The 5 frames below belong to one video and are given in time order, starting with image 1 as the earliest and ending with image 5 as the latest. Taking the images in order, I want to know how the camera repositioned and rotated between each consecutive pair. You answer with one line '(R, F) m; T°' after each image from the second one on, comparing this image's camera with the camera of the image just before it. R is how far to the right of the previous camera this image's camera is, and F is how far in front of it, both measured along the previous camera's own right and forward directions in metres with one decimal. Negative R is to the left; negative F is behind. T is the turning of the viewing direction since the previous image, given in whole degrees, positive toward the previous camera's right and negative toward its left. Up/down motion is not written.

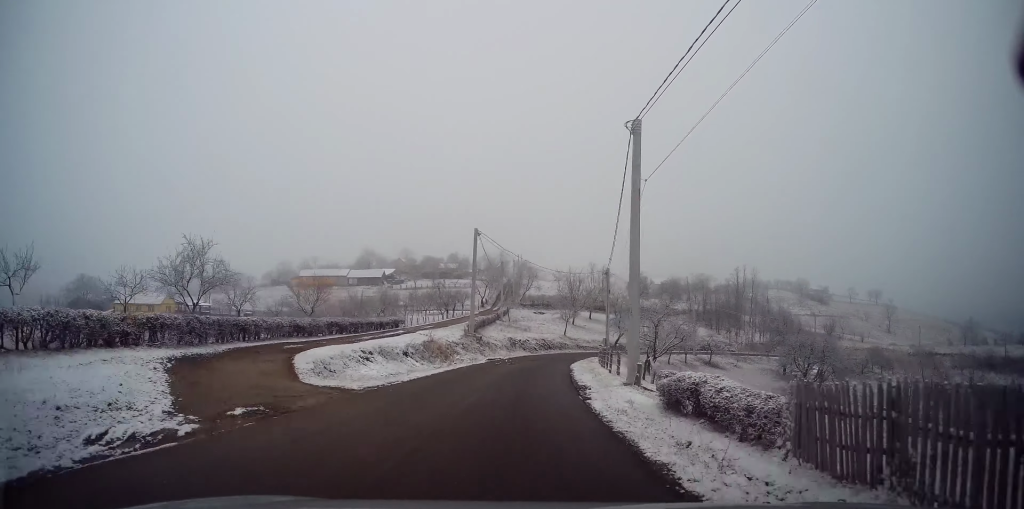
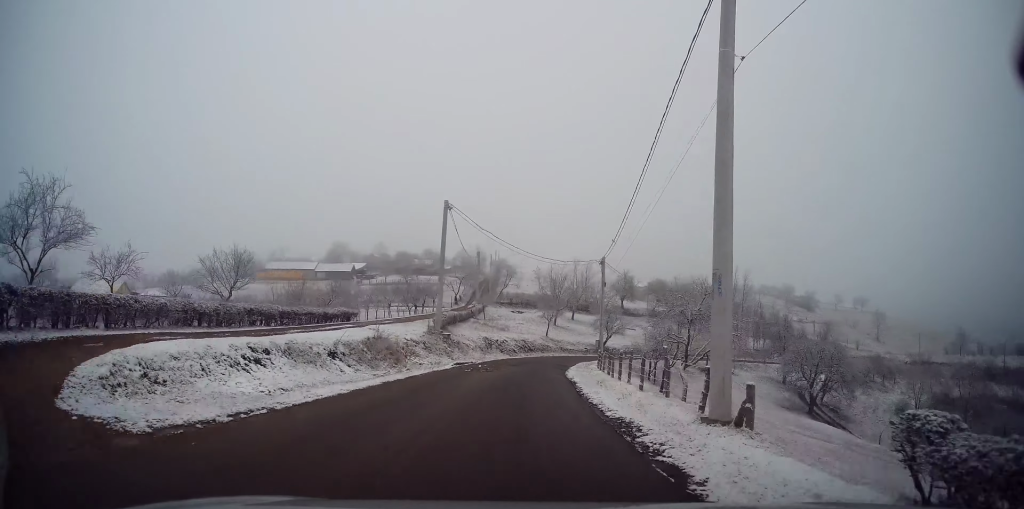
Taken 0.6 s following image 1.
(+0.2, +8.2) m; +2°
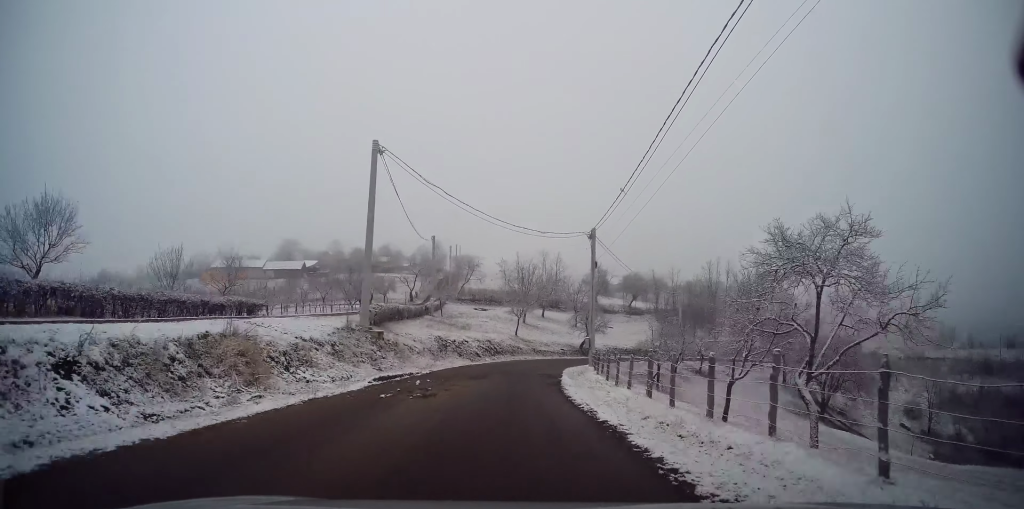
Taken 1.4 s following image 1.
(+0.3, +10.6) m; +3°
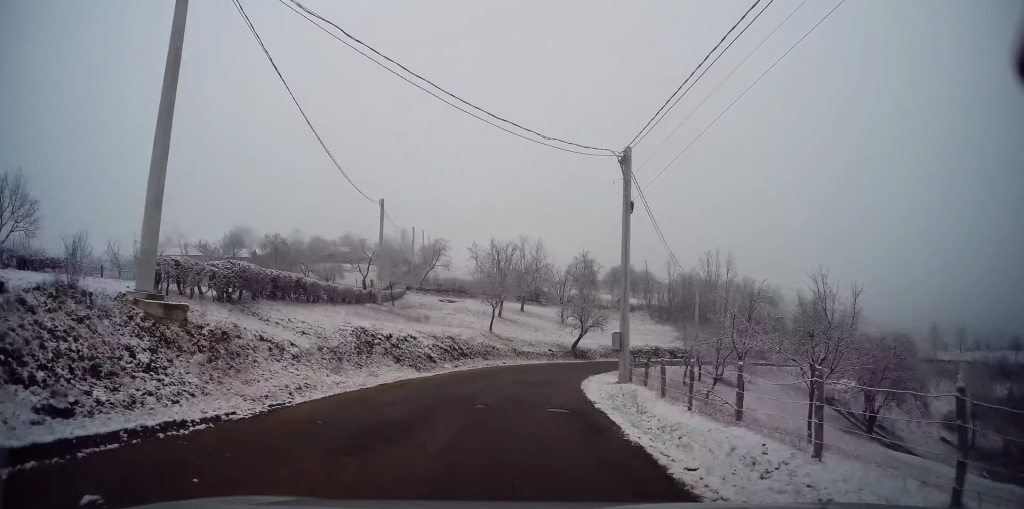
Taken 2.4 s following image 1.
(+0.2, +14.0) m; +4°
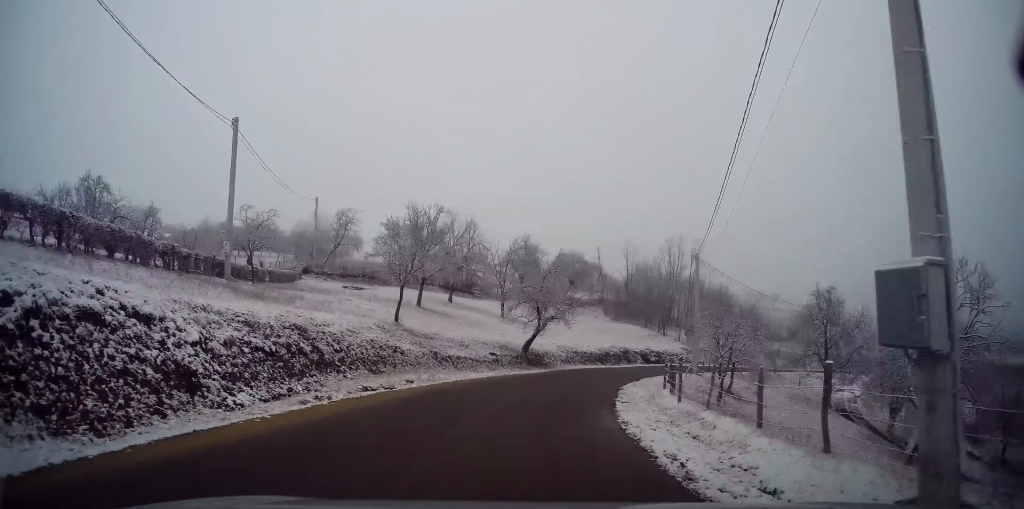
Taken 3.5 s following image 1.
(+1.0, +16.1) m; +8°
